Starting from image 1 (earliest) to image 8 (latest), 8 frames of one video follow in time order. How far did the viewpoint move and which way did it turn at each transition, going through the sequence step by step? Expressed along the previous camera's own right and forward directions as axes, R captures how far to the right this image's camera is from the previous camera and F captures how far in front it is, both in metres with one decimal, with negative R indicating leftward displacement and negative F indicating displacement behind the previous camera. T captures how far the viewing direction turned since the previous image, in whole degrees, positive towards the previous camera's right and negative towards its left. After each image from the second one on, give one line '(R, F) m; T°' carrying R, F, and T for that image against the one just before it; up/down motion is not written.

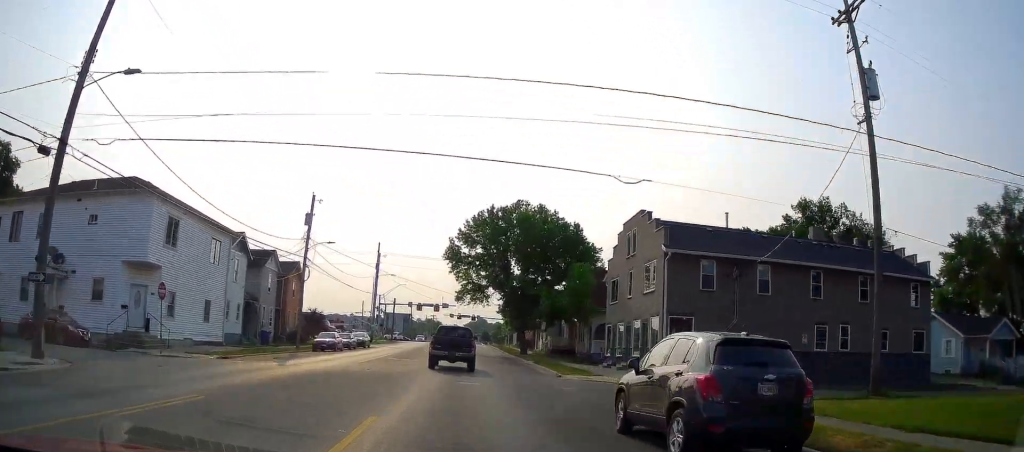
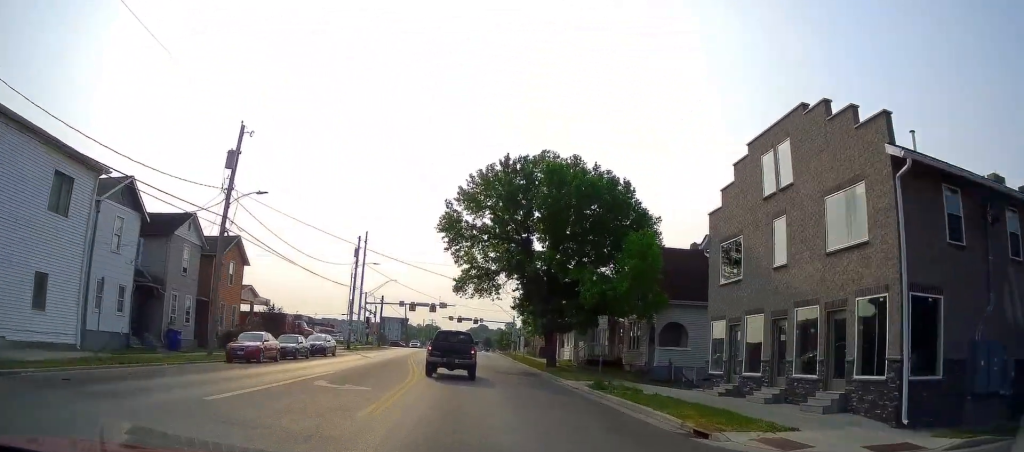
(0.0, +16.3) m; 0°
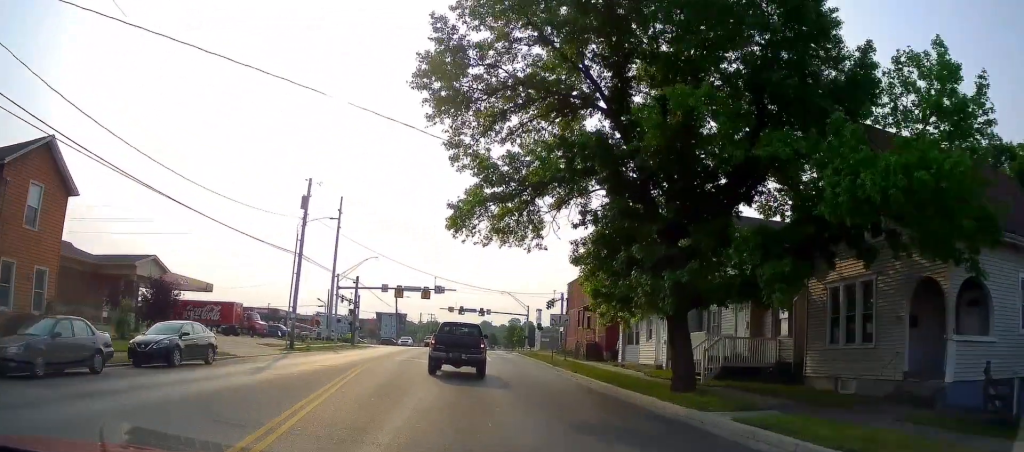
(+0.1, +21.9) m; +1°
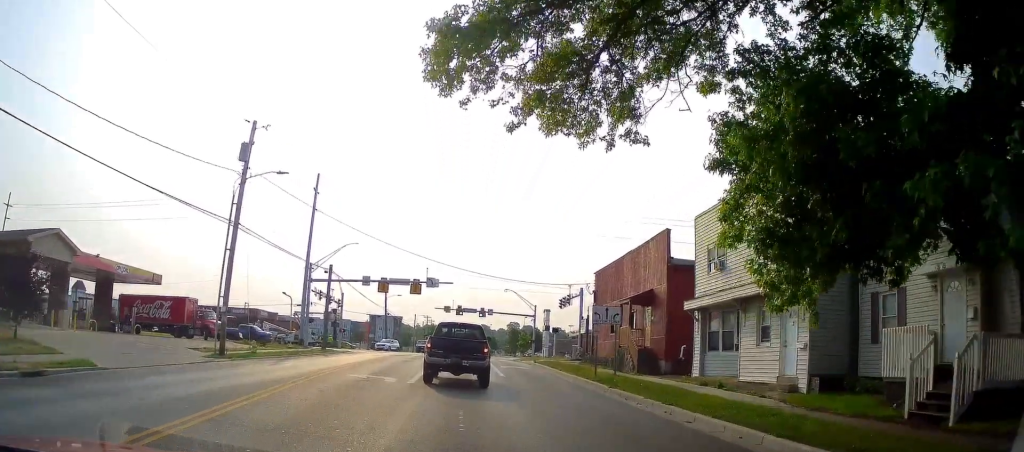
(+0.2, +12.1) m; +1°
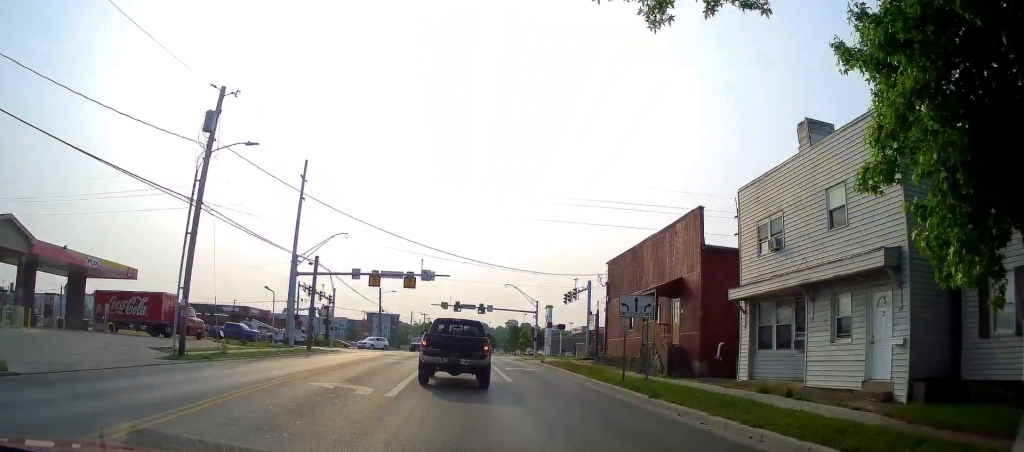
(0.0, +4.4) m; 0°
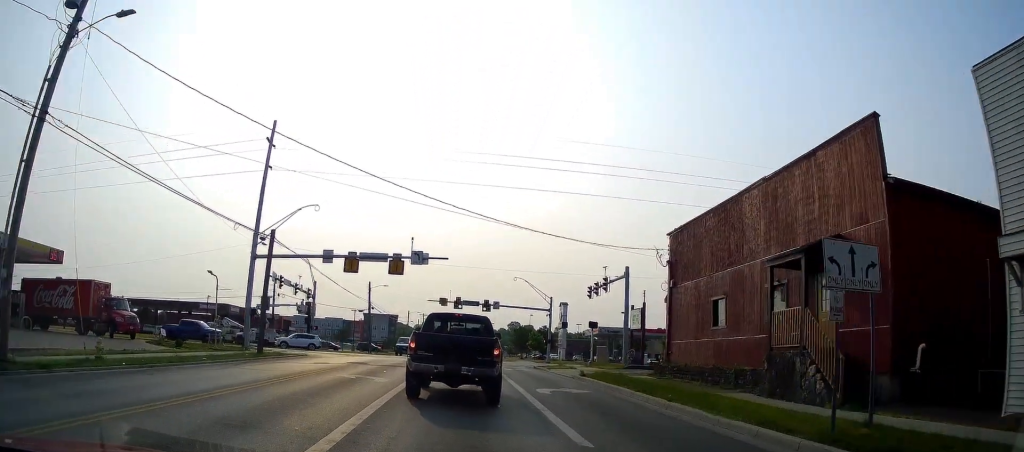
(+0.1, +12.4) m; -1°
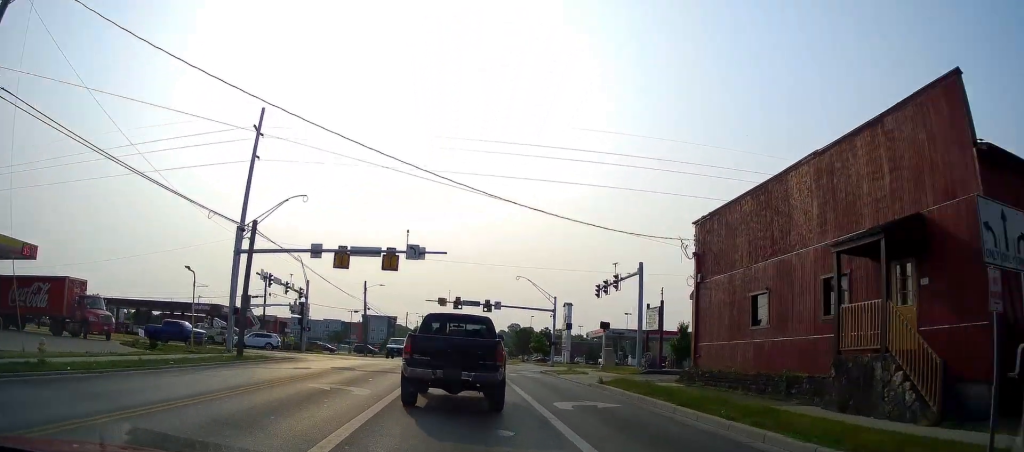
(0.0, +3.7) m; 0°
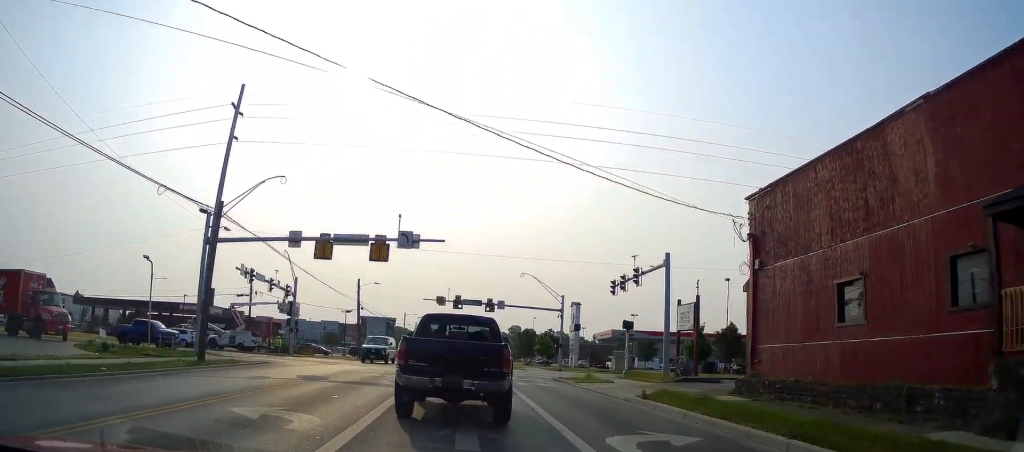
(-0.1, +5.4) m; +2°
